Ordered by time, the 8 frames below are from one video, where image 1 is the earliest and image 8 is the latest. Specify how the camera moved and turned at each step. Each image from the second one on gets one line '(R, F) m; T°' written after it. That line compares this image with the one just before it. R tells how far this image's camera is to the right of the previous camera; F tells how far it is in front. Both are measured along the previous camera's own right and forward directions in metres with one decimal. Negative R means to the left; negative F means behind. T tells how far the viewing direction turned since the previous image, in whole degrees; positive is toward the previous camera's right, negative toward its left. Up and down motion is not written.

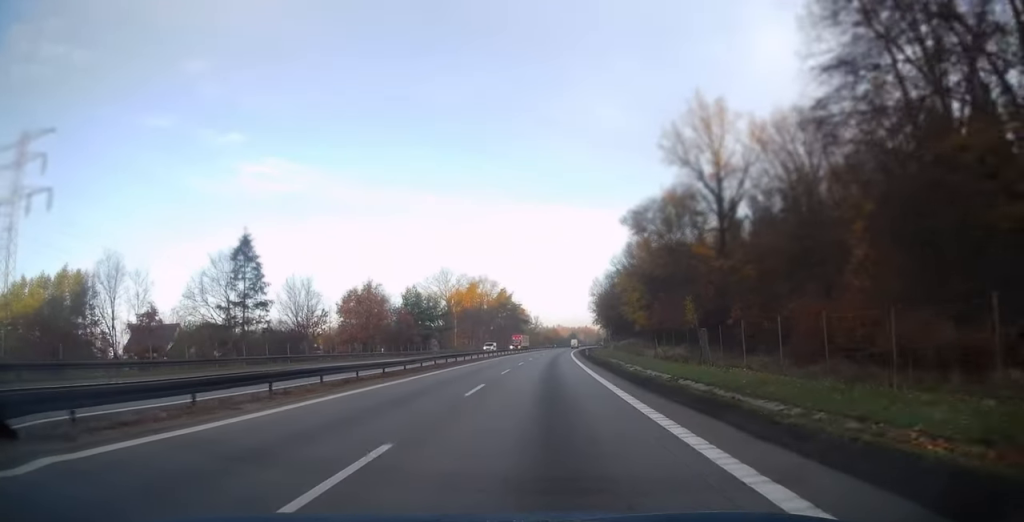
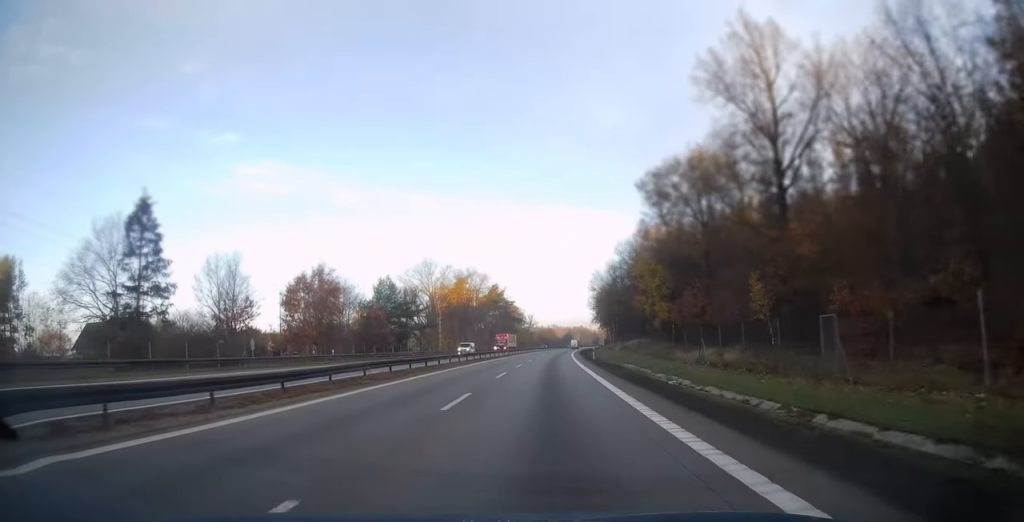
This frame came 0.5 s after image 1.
(+0.1, +15.0) m; +1°
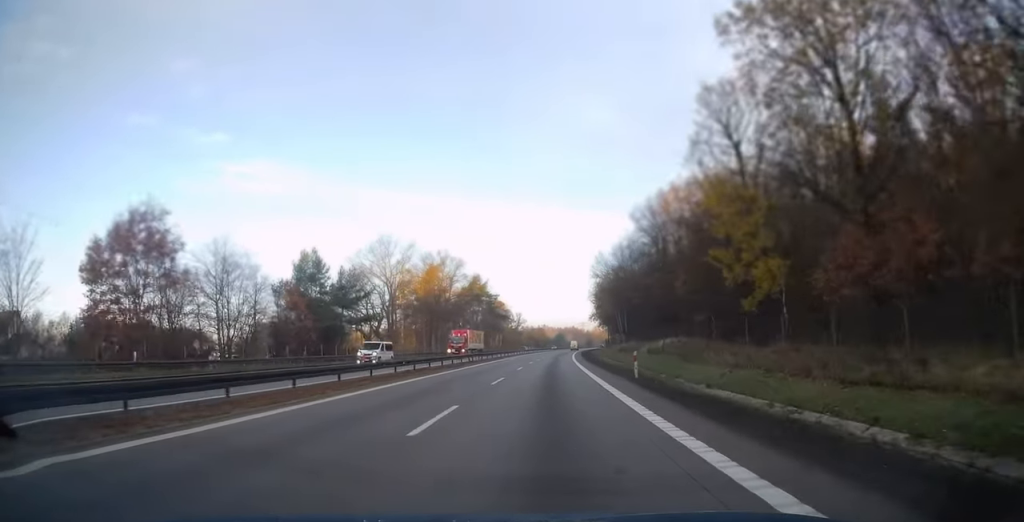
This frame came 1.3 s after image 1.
(+0.3, +27.4) m; +1°
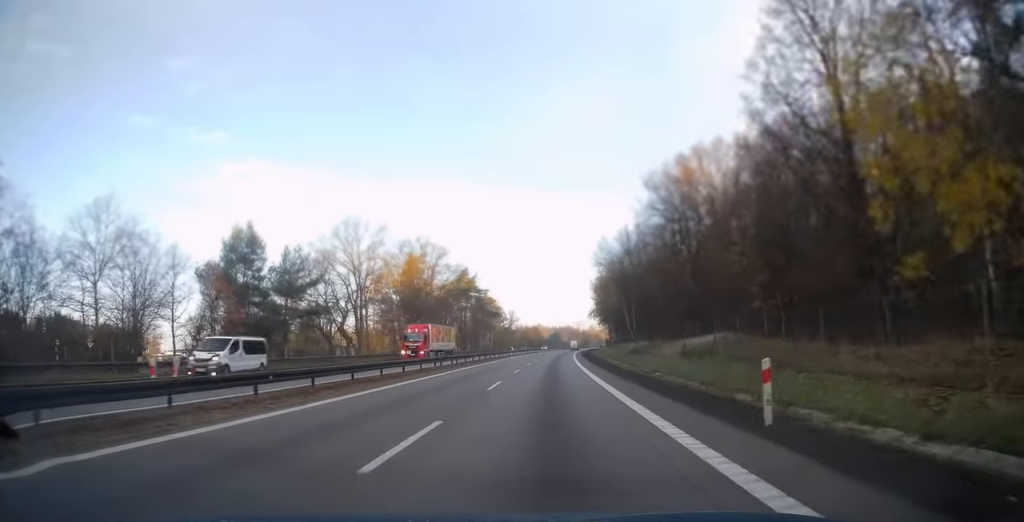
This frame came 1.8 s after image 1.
(0.0, +14.5) m; 0°
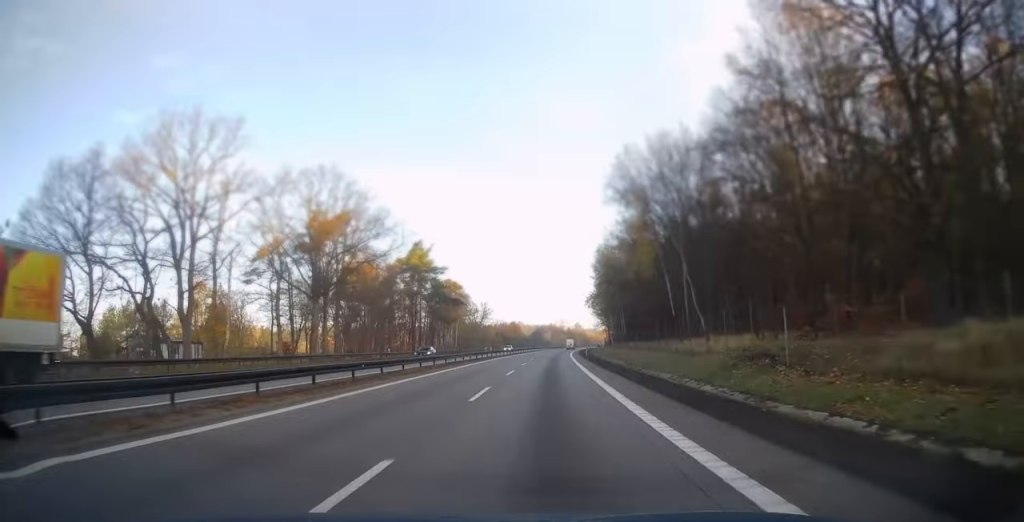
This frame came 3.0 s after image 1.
(+0.4, +39.6) m; +1°
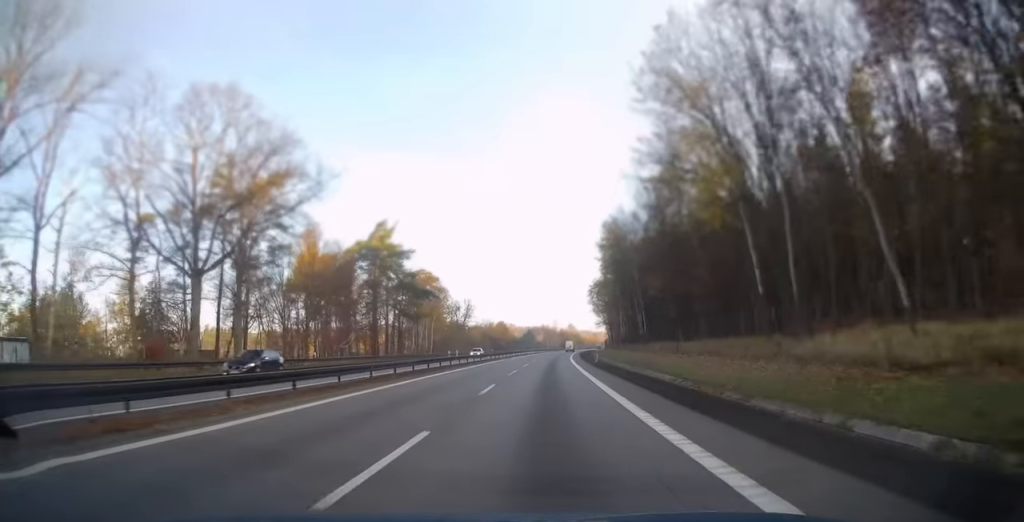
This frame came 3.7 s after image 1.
(+0.1, +21.5) m; +1°
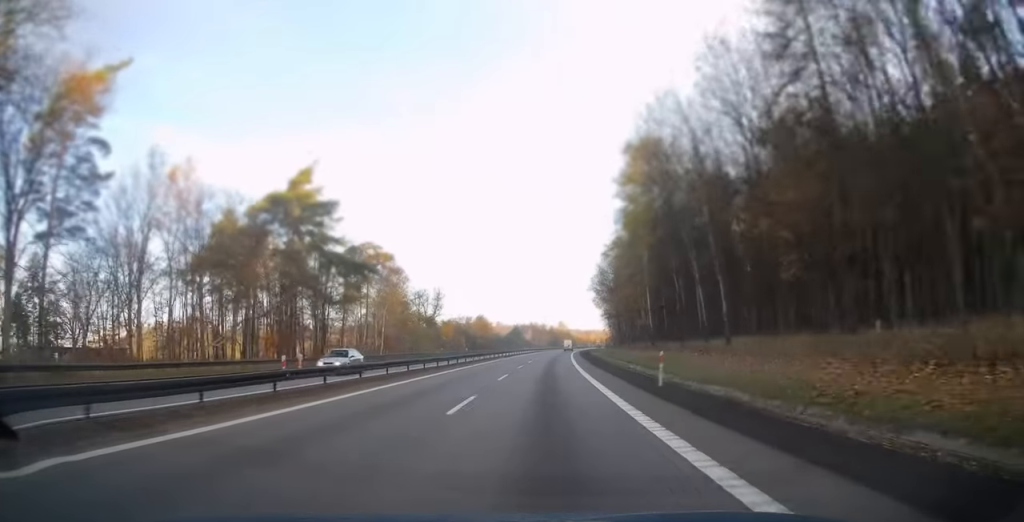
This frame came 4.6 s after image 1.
(+0.3, +29.0) m; +1°
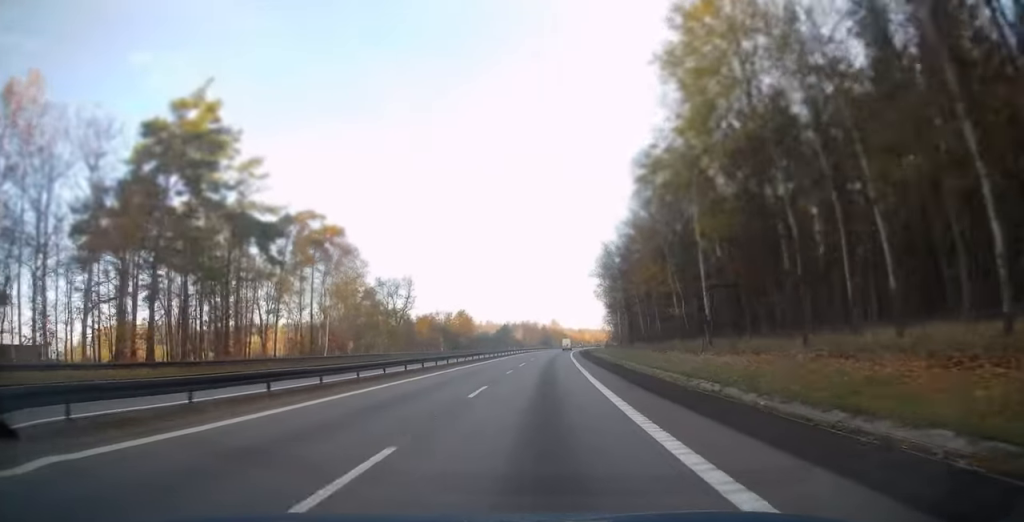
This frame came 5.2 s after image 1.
(+0.2, +20.4) m; +1°
